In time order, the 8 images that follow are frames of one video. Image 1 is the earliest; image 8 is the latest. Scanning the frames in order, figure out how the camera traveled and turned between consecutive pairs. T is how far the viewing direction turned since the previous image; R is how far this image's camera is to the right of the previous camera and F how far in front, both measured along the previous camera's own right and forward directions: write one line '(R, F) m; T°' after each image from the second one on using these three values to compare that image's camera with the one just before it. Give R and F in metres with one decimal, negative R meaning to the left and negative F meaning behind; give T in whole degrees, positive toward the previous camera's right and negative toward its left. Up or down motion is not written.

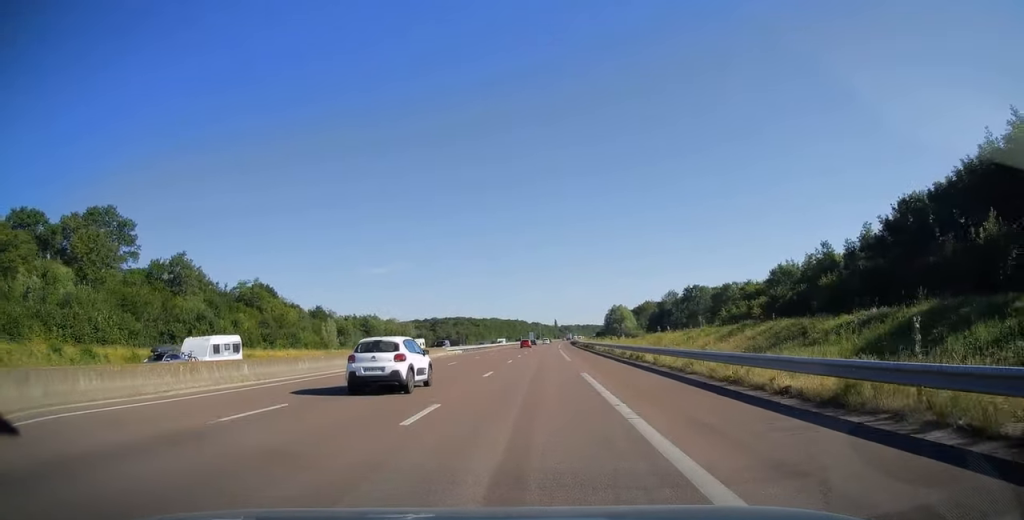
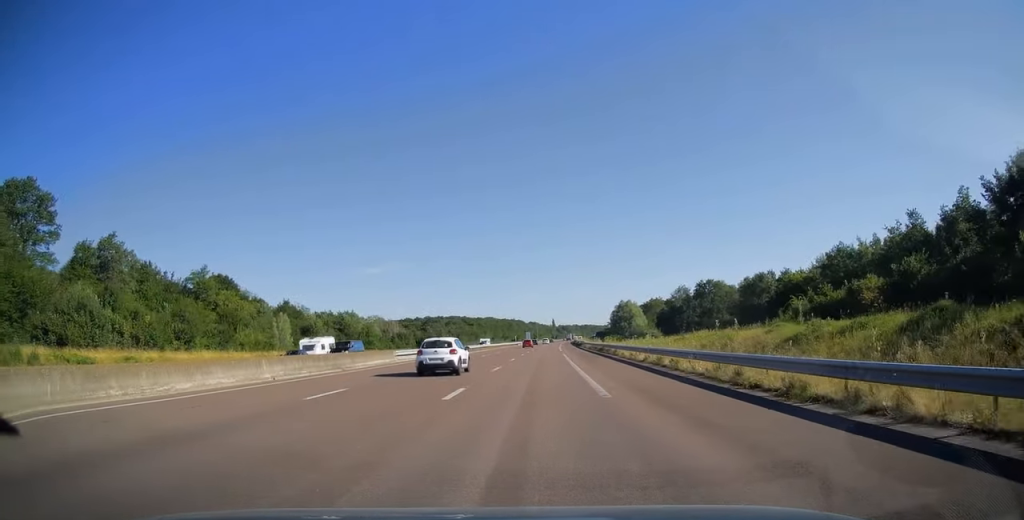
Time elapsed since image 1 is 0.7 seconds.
(+0.1, +21.7) m; 0°
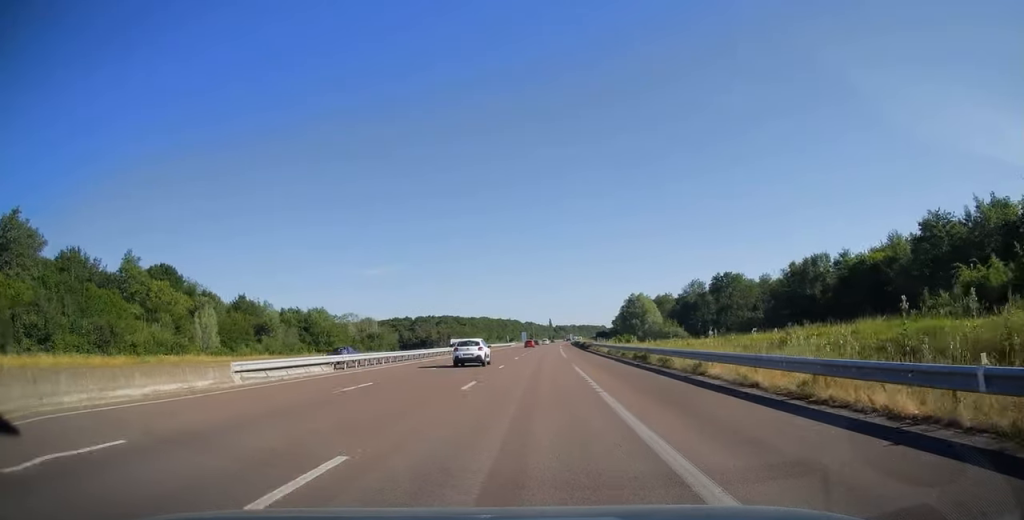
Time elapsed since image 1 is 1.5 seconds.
(-0.1, +23.1) m; 0°
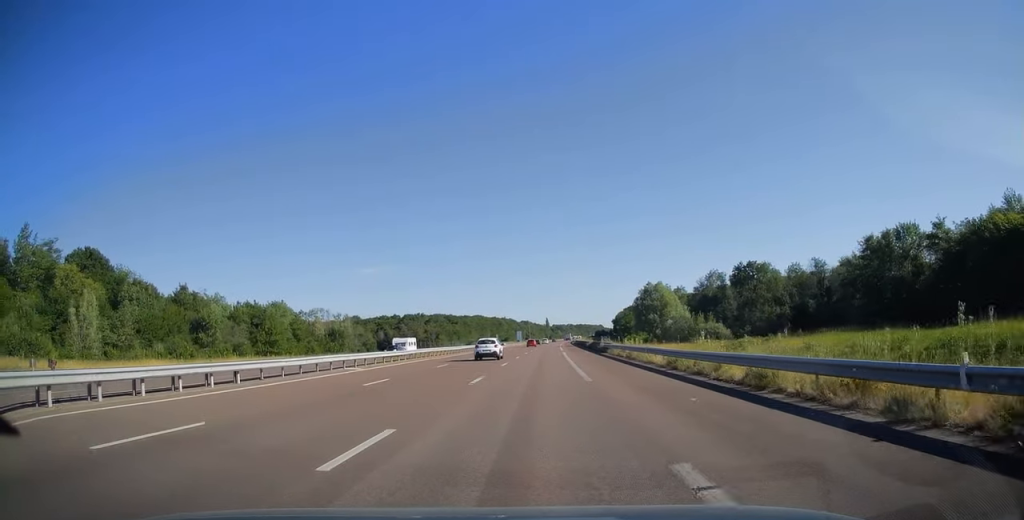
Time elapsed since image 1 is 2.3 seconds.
(+0.1, +23.6) m; 0°
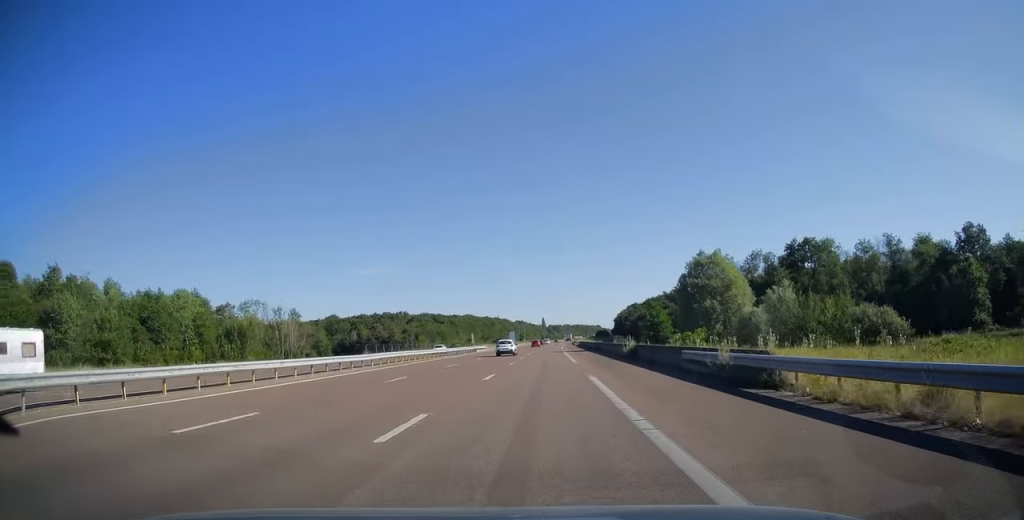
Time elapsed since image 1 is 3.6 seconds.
(+0.3, +36.9) m; +1°
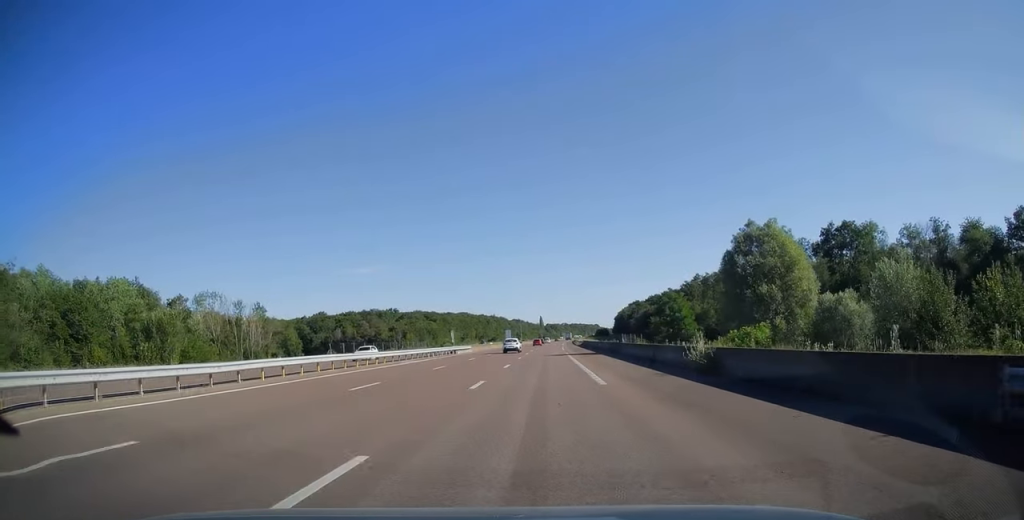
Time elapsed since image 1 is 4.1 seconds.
(0.0, +17.2) m; 0°
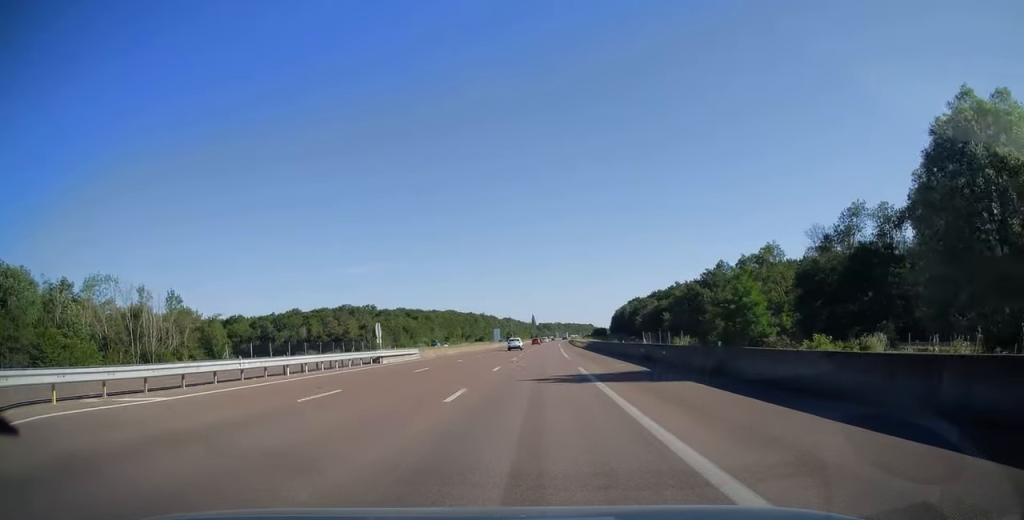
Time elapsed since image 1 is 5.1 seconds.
(+0.1, +29.4) m; 0°
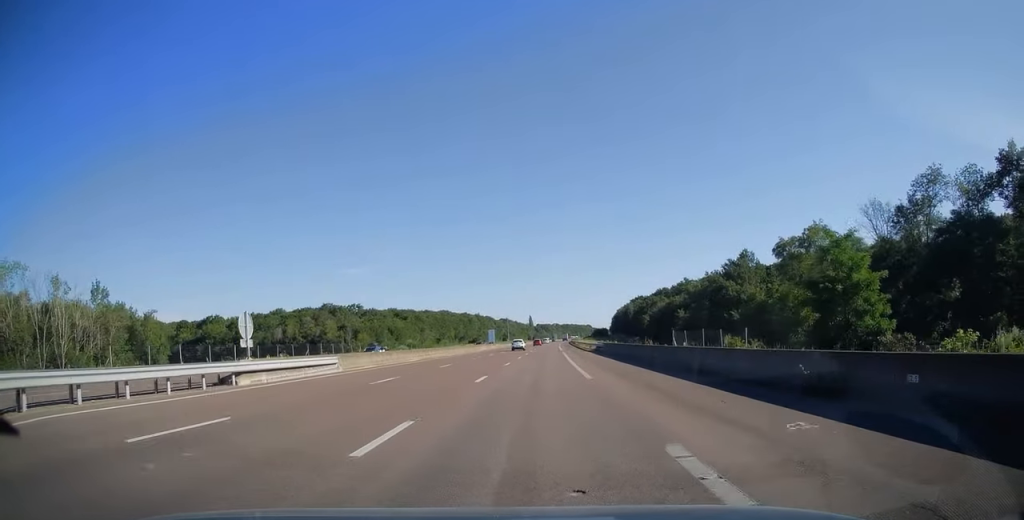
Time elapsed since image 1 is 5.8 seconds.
(+0.1, +19.1) m; 0°
